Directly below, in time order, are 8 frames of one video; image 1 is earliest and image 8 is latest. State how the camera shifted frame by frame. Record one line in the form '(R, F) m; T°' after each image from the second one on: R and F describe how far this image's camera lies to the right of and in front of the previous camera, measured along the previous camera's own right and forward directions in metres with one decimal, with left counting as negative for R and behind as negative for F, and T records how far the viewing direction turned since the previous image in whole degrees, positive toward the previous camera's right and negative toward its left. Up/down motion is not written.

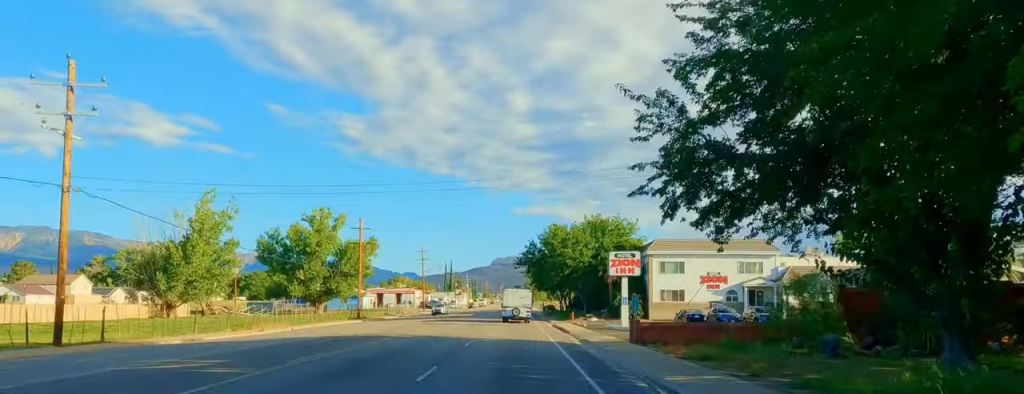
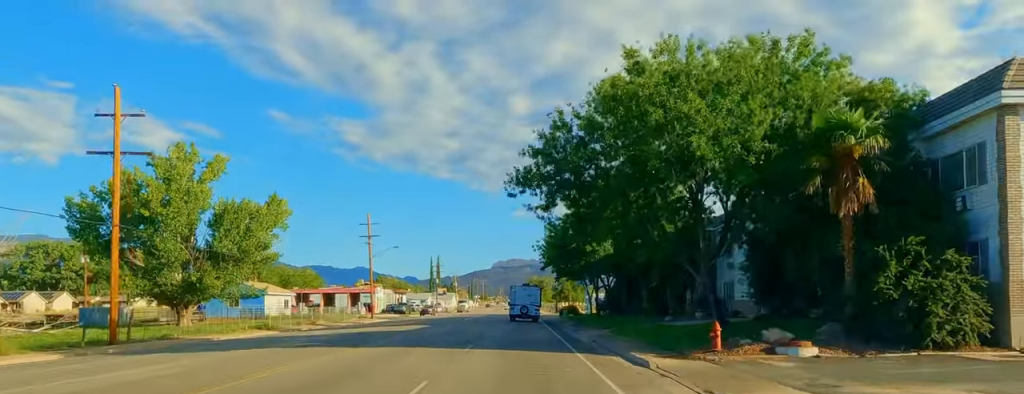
(0.0, +52.6) m; -2°
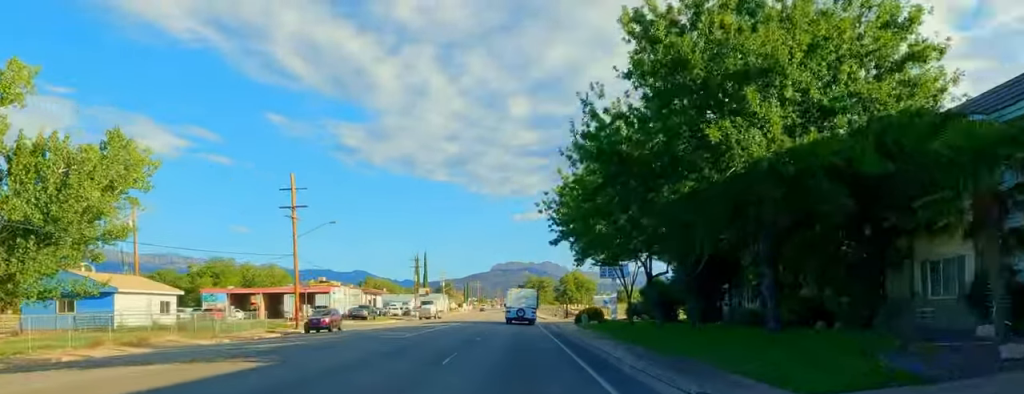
(-0.8, +29.6) m; 0°
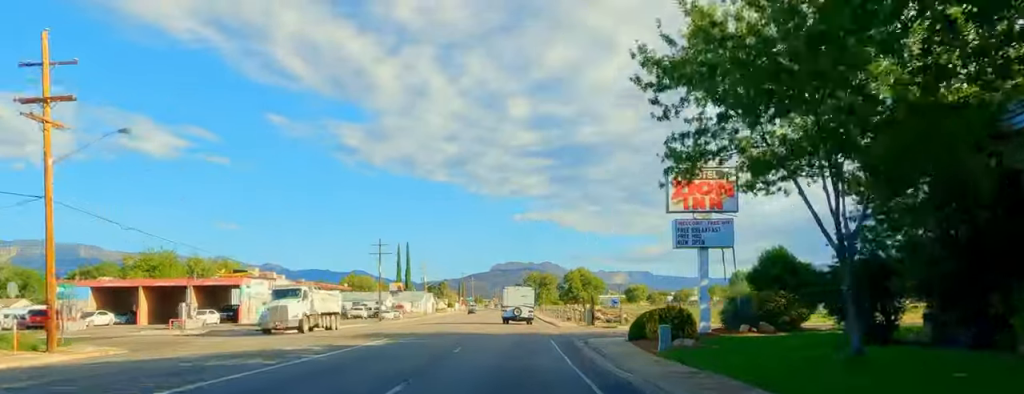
(+0.3, +32.2) m; +1°
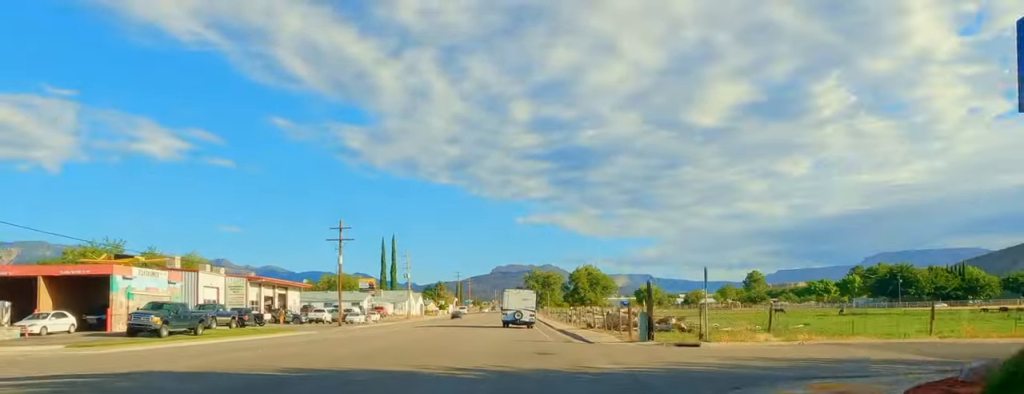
(+0.3, +22.4) m; +1°
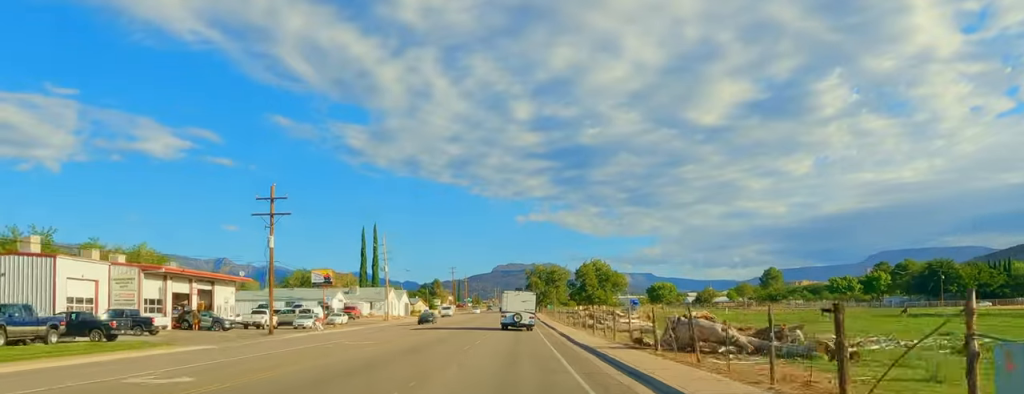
(0.0, +21.7) m; 0°
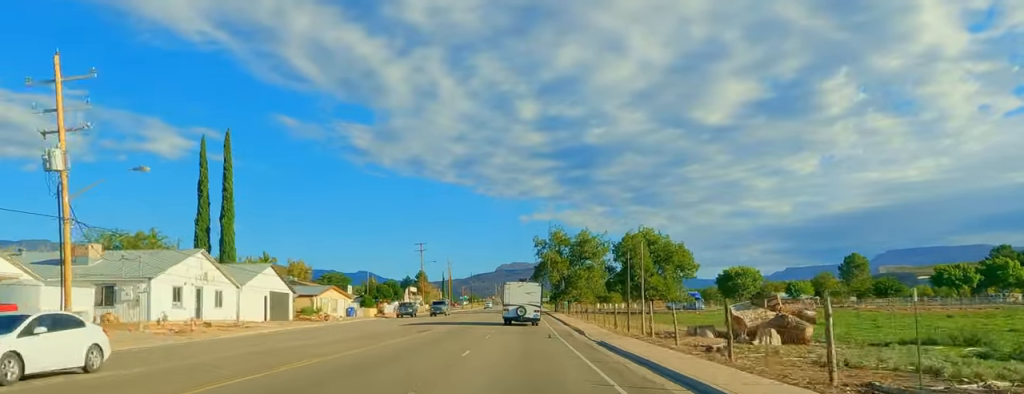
(0.0, +74.1) m; 0°
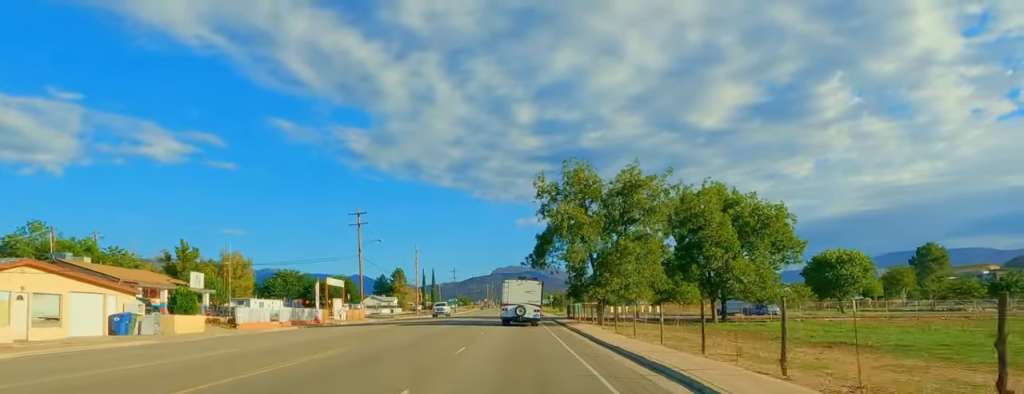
(0.0, +47.9) m; 0°
